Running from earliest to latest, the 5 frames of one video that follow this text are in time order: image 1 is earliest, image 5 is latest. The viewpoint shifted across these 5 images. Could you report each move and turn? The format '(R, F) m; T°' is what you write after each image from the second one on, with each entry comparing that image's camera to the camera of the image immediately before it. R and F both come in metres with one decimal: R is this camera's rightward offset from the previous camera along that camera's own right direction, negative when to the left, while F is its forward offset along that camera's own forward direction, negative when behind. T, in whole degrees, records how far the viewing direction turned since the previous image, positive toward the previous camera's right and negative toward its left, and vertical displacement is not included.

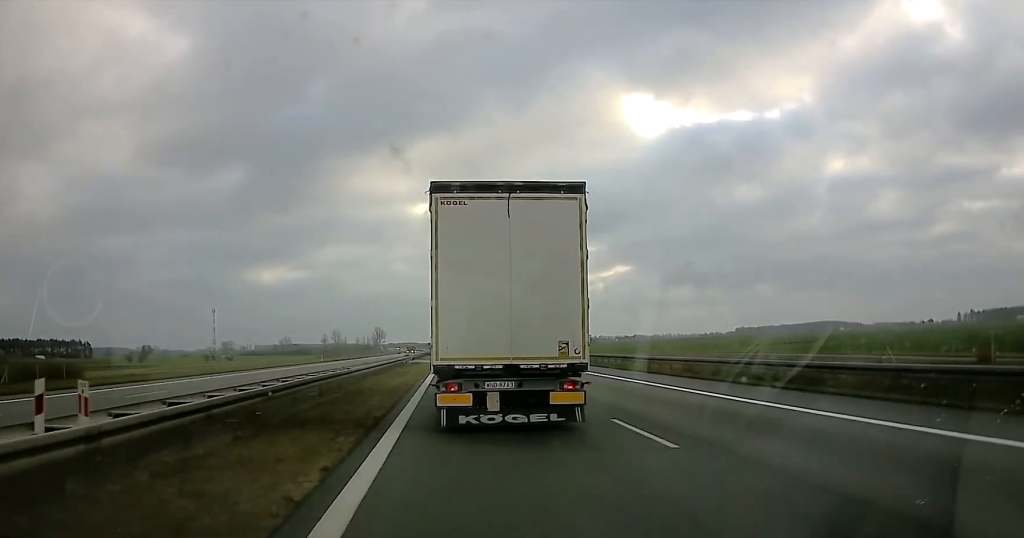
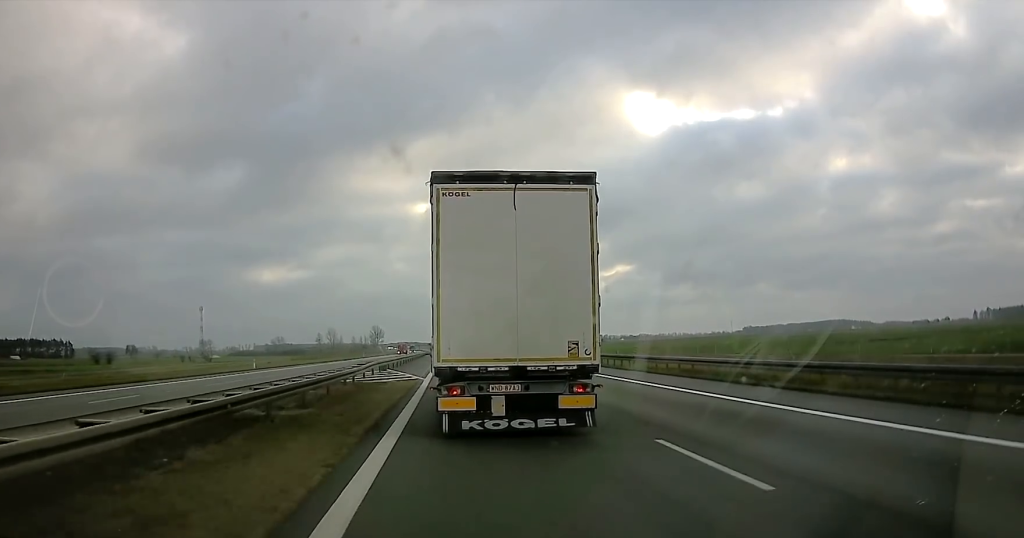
(+0.4, +38.8) m; +1°
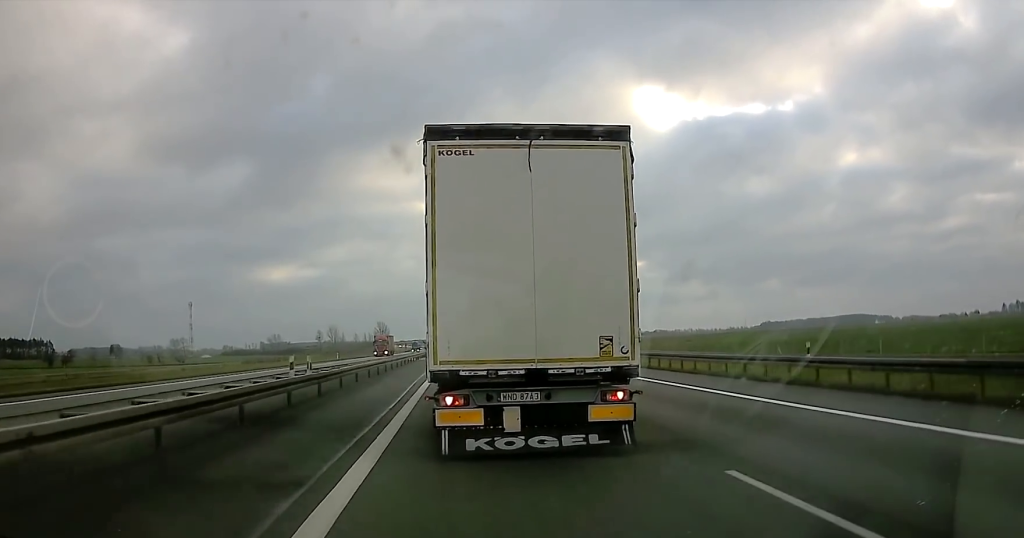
(0.0, +50.6) m; 0°
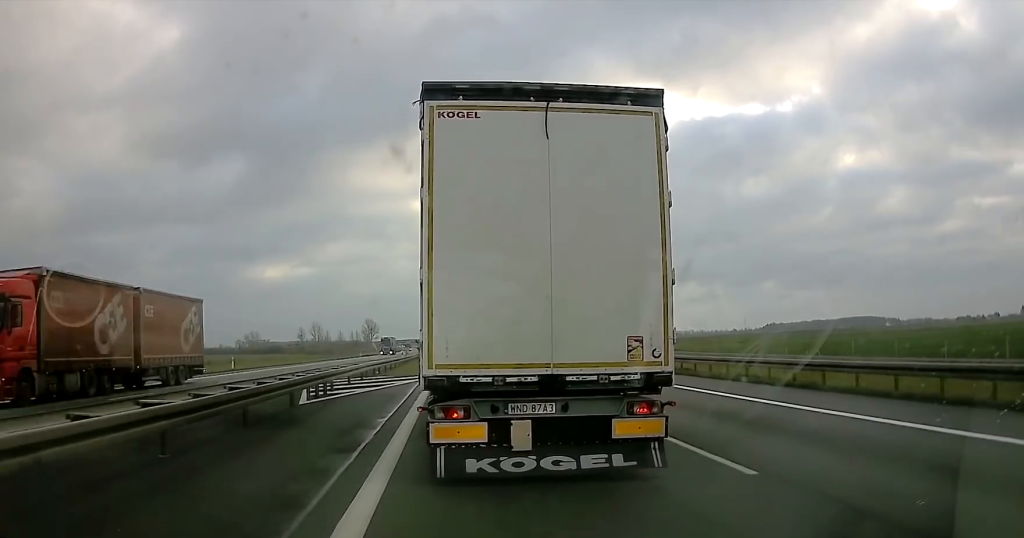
(+0.1, +56.3) m; -1°
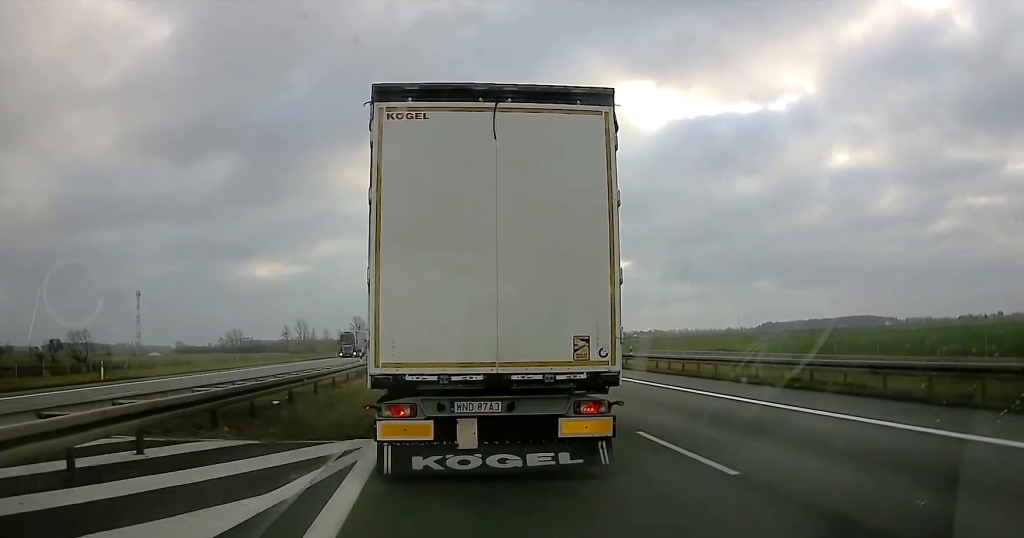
(+0.2, +23.7) m; +1°
